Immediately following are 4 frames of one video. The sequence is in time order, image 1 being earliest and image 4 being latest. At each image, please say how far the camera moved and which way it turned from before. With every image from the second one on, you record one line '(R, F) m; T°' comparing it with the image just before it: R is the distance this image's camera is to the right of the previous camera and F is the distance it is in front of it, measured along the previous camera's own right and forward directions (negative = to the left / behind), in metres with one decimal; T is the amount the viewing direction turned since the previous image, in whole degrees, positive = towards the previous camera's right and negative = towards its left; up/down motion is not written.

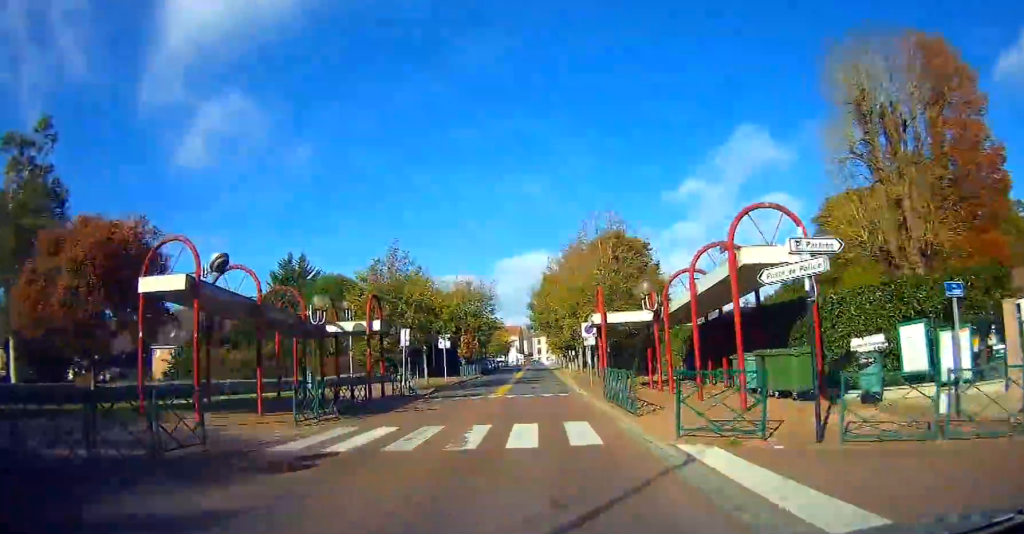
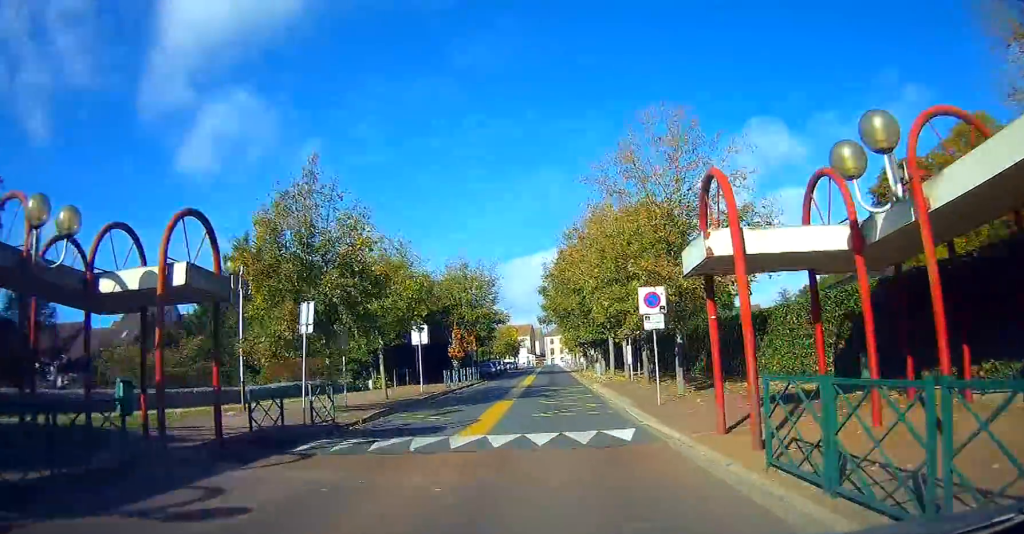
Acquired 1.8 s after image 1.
(-0.3, +13.8) m; -3°
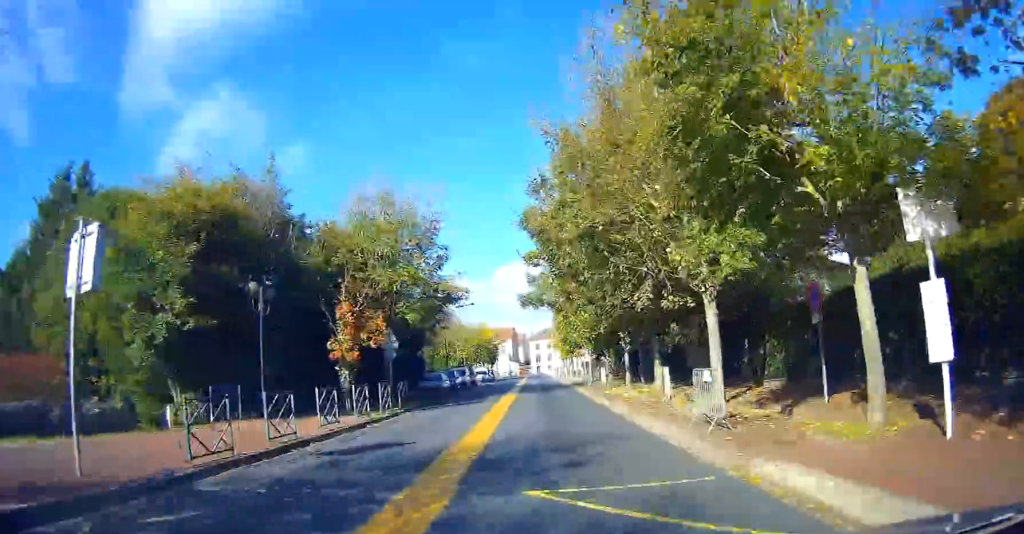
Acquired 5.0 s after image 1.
(+0.9, +24.5) m; +3°
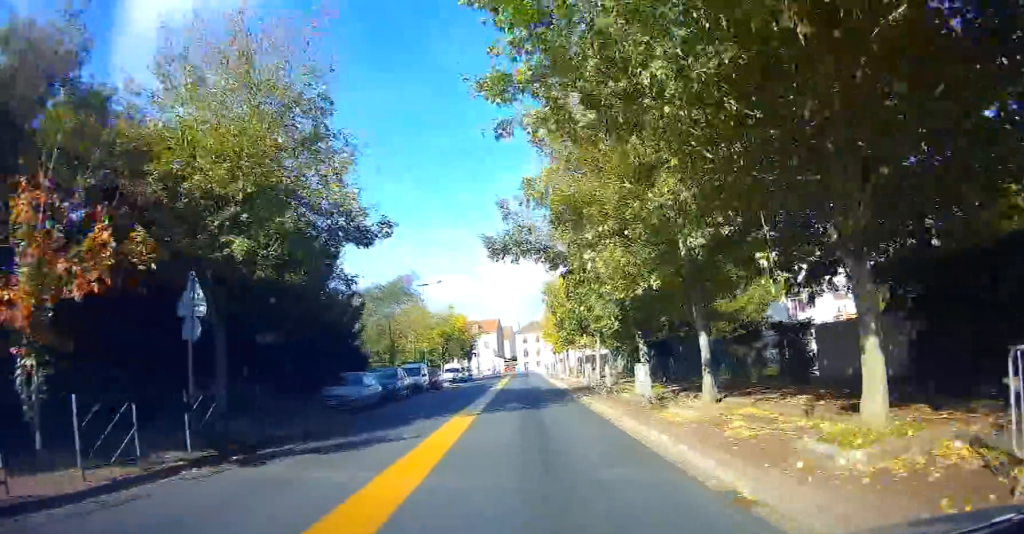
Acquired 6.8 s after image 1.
(0.0, +14.2) m; +1°
